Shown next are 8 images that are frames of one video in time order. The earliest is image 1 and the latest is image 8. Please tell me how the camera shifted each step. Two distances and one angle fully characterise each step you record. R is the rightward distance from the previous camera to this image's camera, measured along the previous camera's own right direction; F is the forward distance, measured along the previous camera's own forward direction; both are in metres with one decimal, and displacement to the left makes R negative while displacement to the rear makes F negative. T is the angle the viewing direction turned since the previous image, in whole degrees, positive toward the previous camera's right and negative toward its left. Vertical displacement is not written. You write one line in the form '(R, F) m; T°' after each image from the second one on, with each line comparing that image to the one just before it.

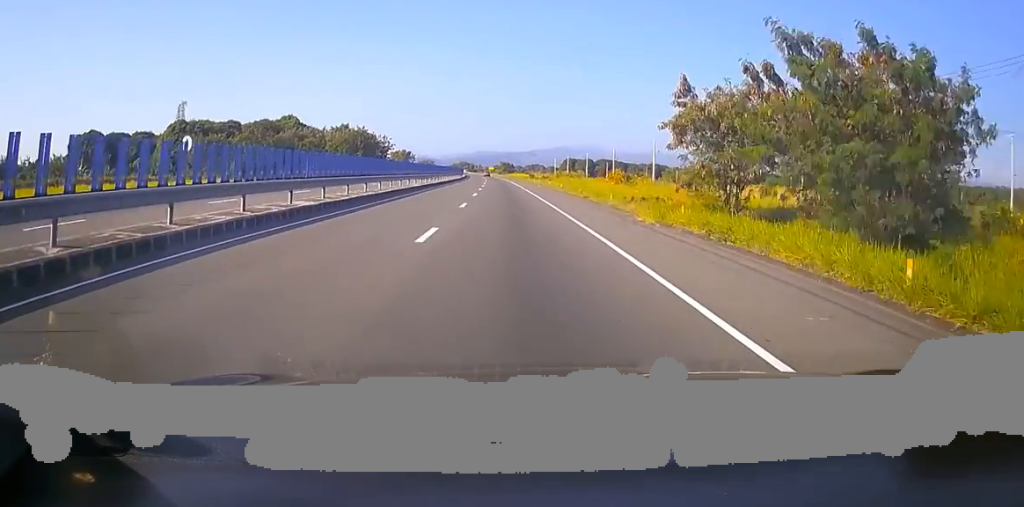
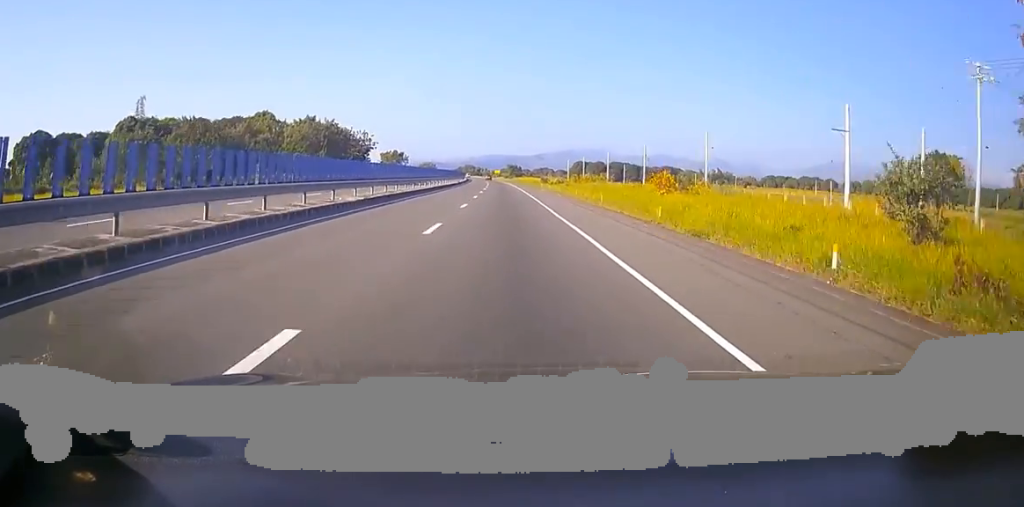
(-0.6, +21.3) m; -2°
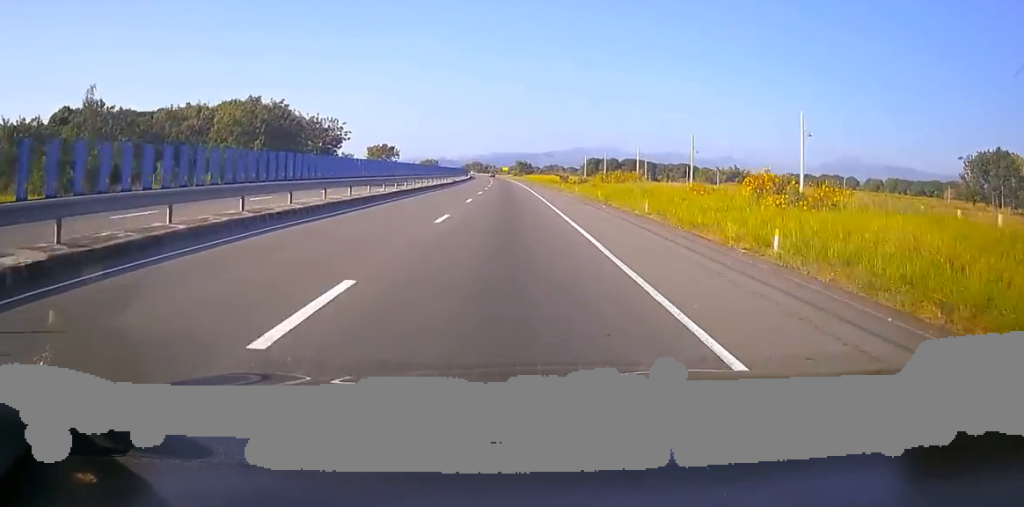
(-0.6, +21.2) m; 0°
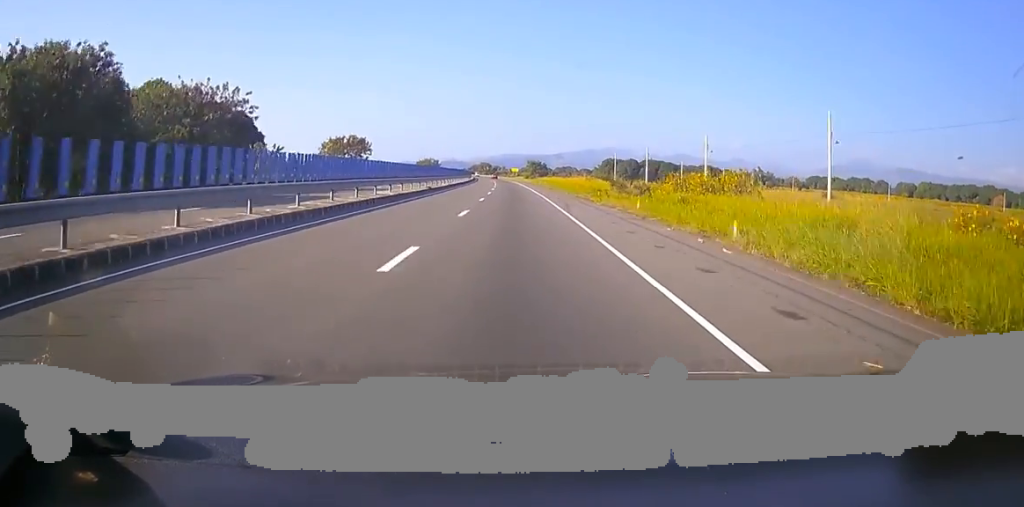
(+0.9, +31.1) m; +1°
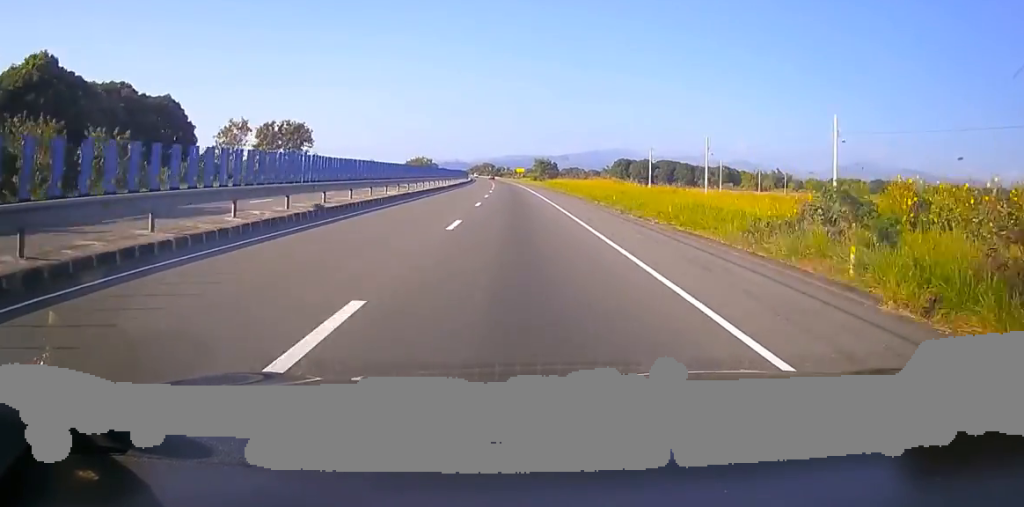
(-0.5, +28.6) m; -1°
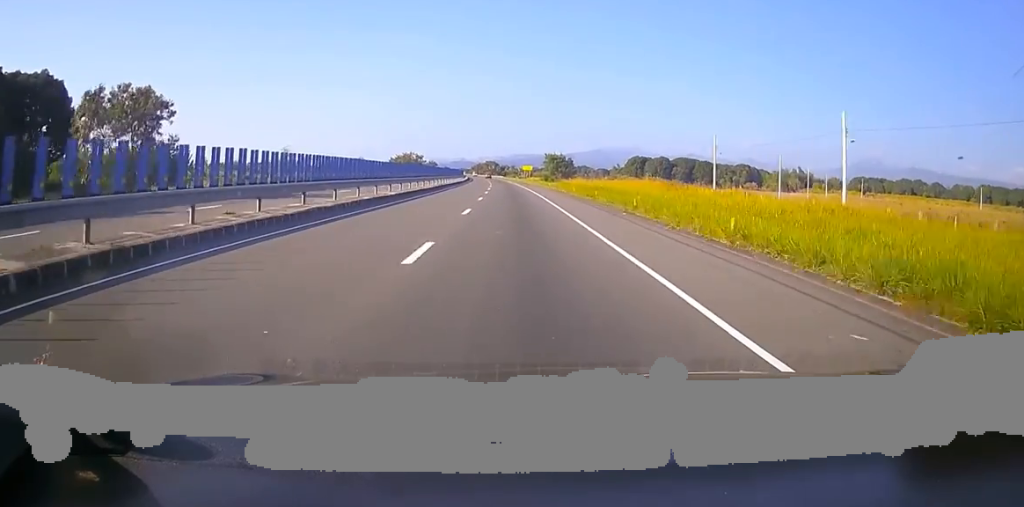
(-0.2, +30.1) m; -1°
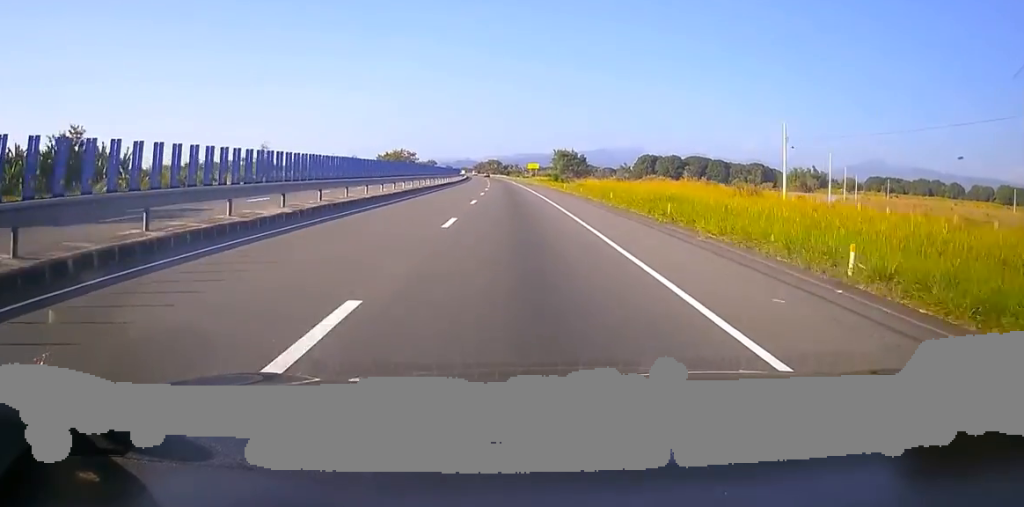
(-0.3, +17.9) m; -1°
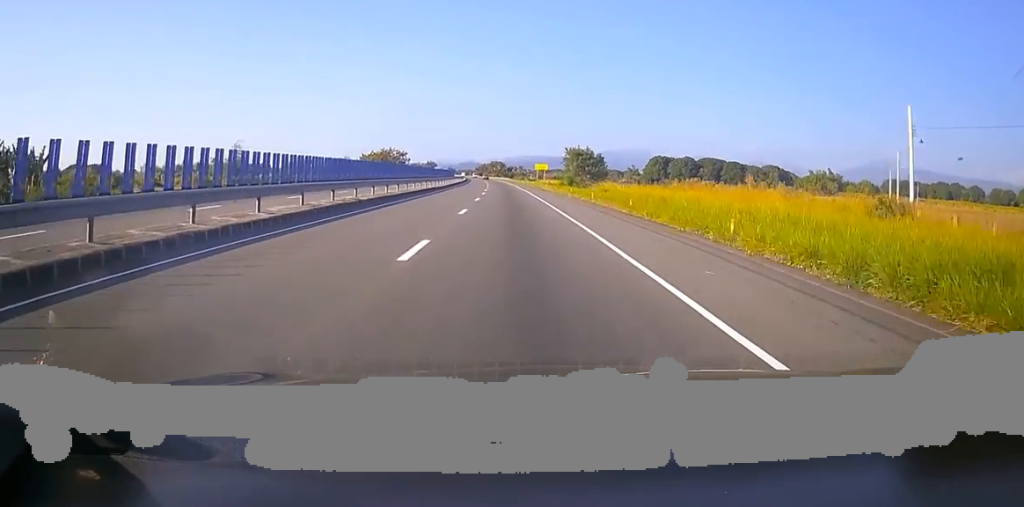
(0.0, +17.9) m; 0°
